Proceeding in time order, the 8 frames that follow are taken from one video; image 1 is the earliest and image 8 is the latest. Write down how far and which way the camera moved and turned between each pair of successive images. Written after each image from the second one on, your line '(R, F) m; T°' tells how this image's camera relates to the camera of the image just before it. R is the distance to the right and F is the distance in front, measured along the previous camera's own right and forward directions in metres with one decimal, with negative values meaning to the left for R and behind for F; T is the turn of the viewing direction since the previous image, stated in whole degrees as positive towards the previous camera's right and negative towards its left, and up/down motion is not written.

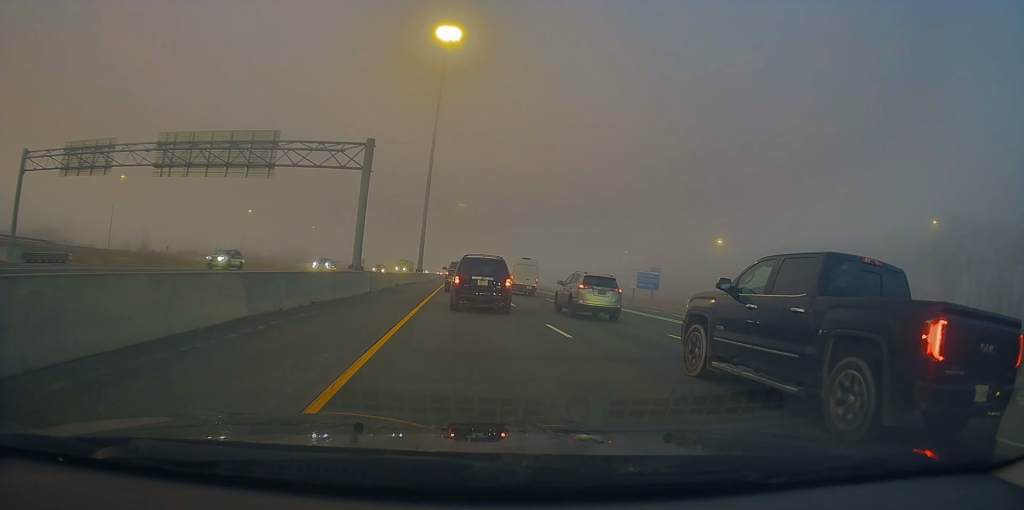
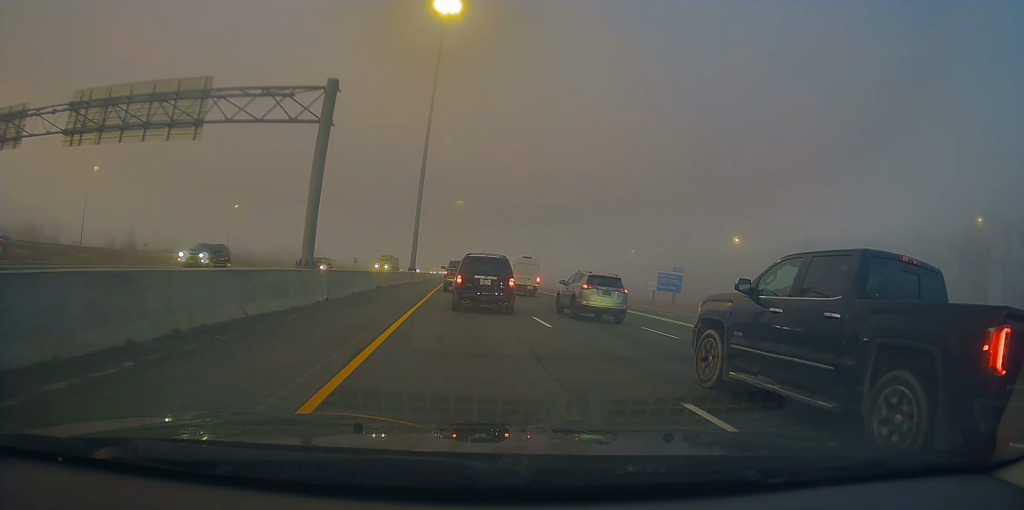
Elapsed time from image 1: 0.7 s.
(+0.1, +9.7) m; +1°
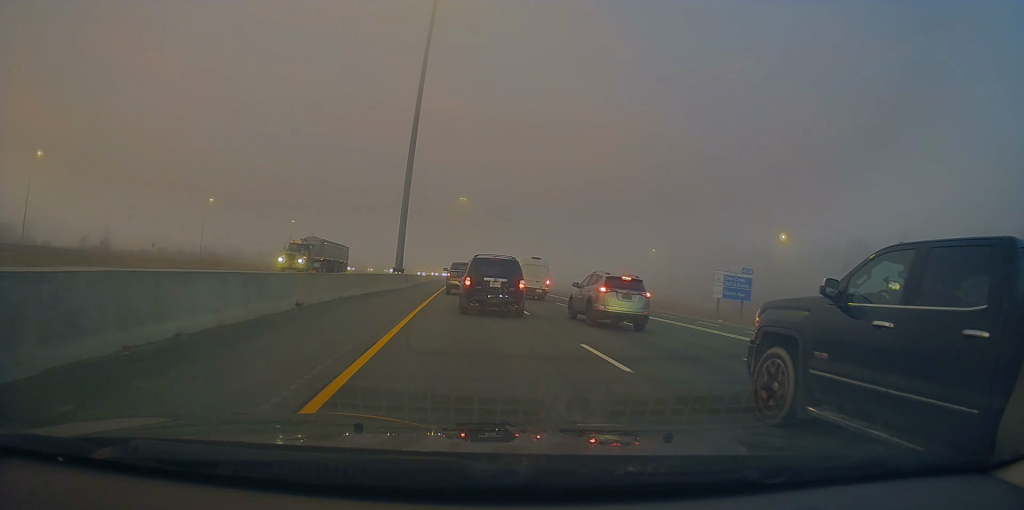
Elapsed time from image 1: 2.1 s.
(+0.3, +18.8) m; -2°
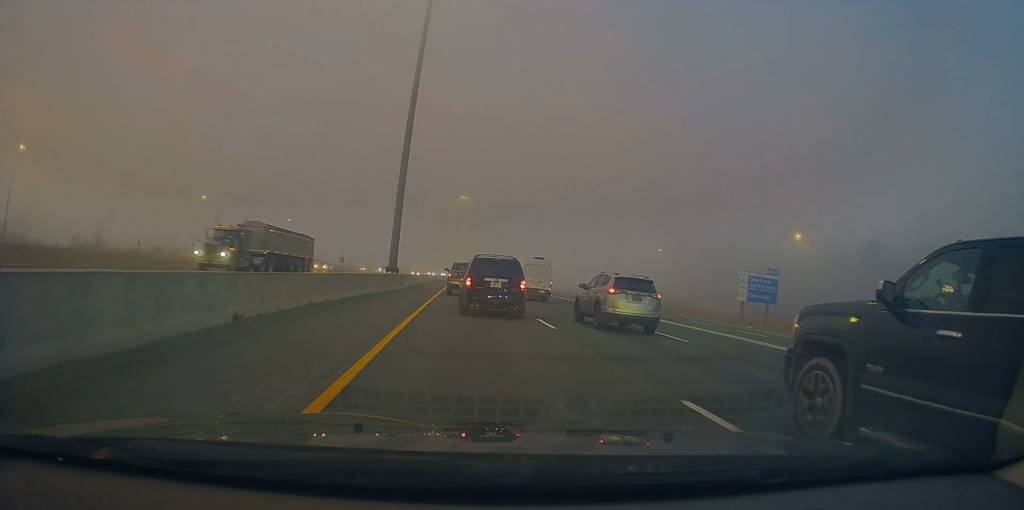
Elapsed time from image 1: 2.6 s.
(-0.1, +5.3) m; 0°
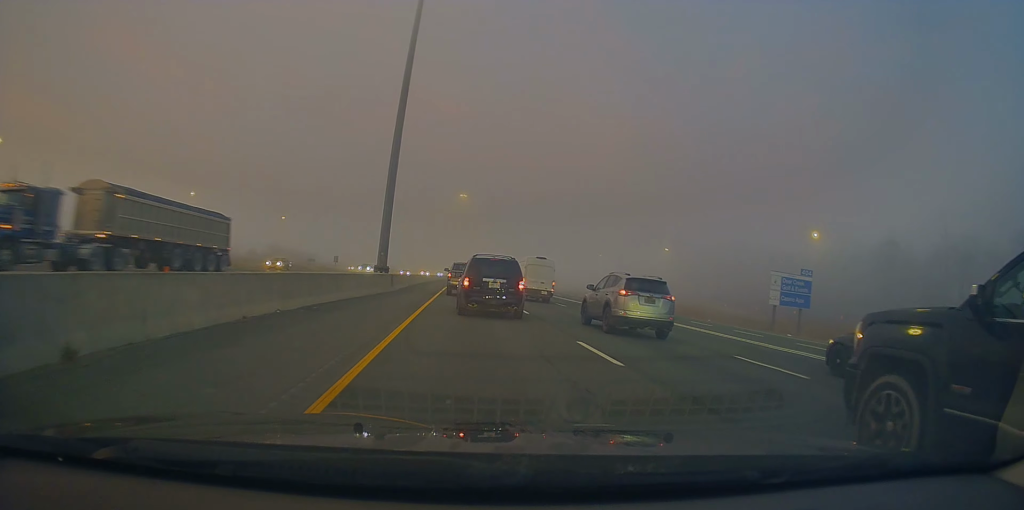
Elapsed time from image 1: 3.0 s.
(-0.3, +5.7) m; +1°
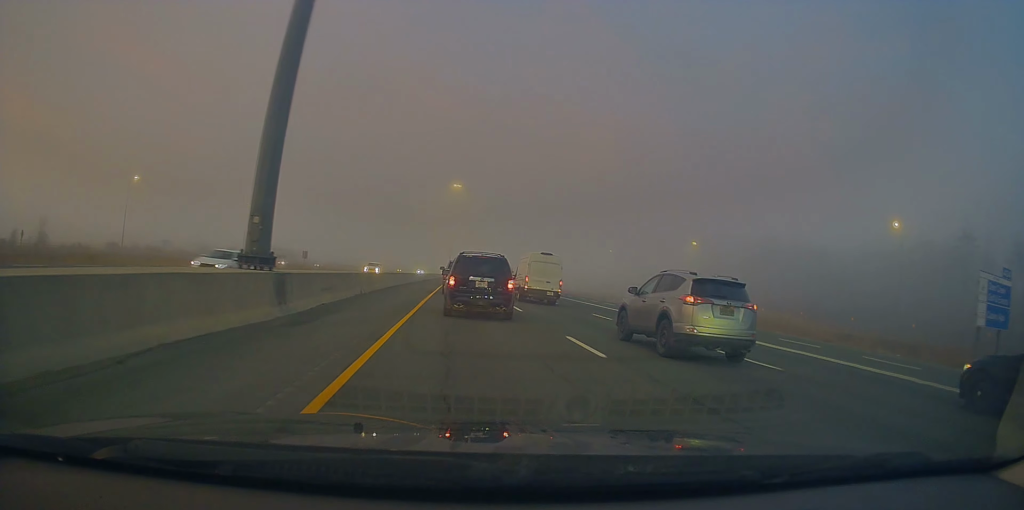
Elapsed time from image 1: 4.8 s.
(+0.7, +23.2) m; 0°
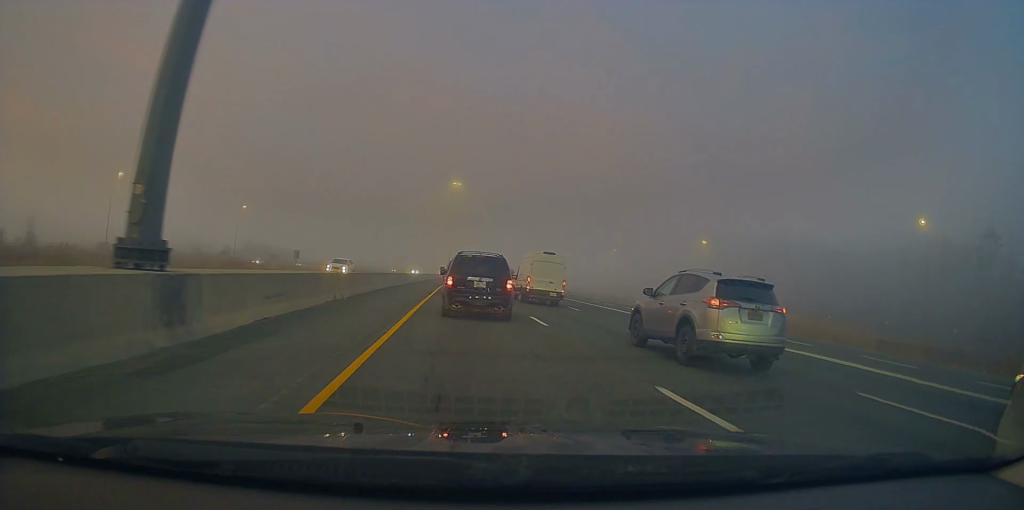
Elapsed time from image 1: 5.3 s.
(-0.4, +6.2) m; -1°
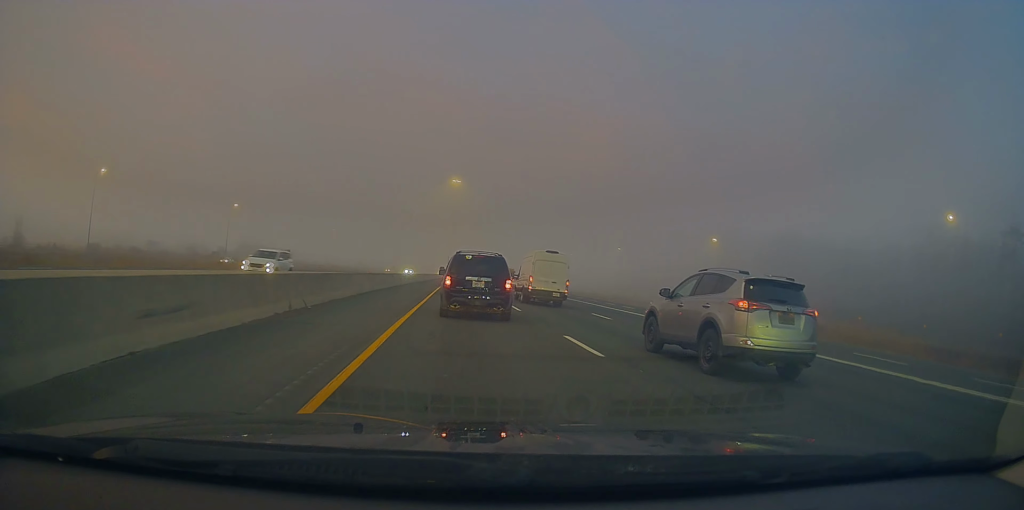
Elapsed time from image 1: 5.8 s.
(+0.2, +5.6) m; +1°
